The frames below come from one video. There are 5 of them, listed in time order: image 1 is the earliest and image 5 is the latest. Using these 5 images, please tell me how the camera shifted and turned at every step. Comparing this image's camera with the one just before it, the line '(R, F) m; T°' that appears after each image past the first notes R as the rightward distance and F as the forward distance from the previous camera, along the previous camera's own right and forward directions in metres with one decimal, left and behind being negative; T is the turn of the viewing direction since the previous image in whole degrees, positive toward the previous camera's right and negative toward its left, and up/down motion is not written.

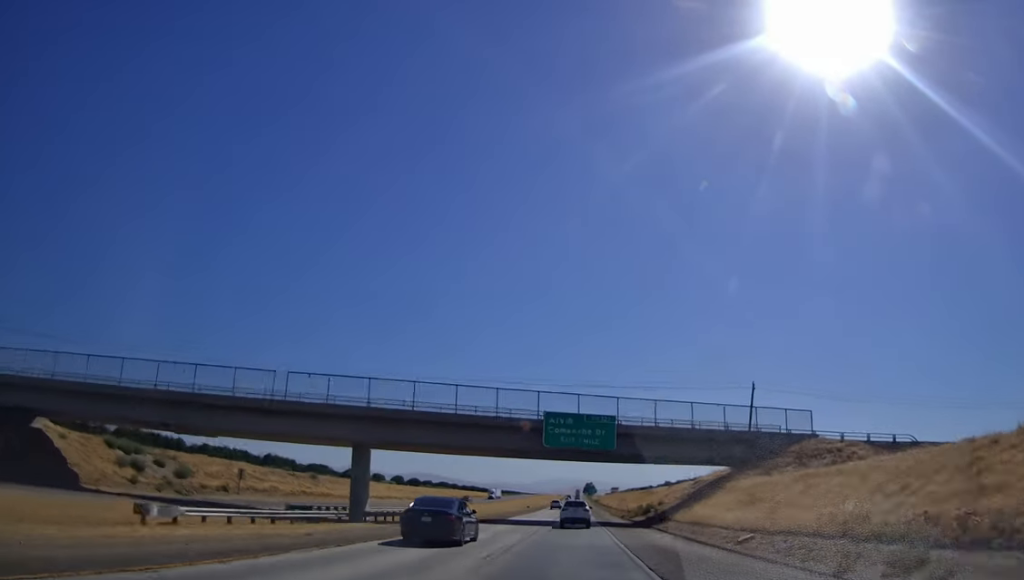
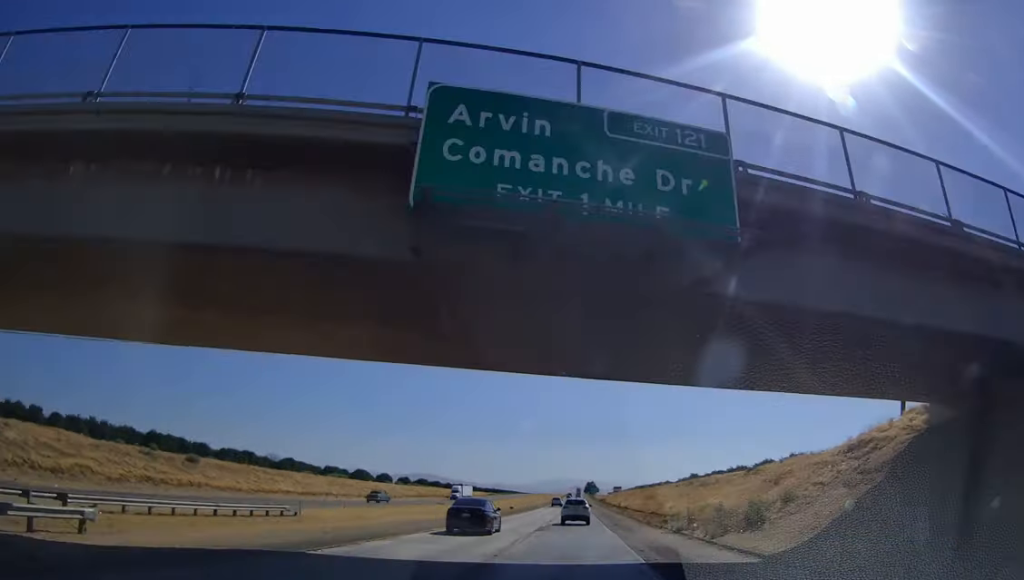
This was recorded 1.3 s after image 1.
(0.0, +39.2) m; 0°
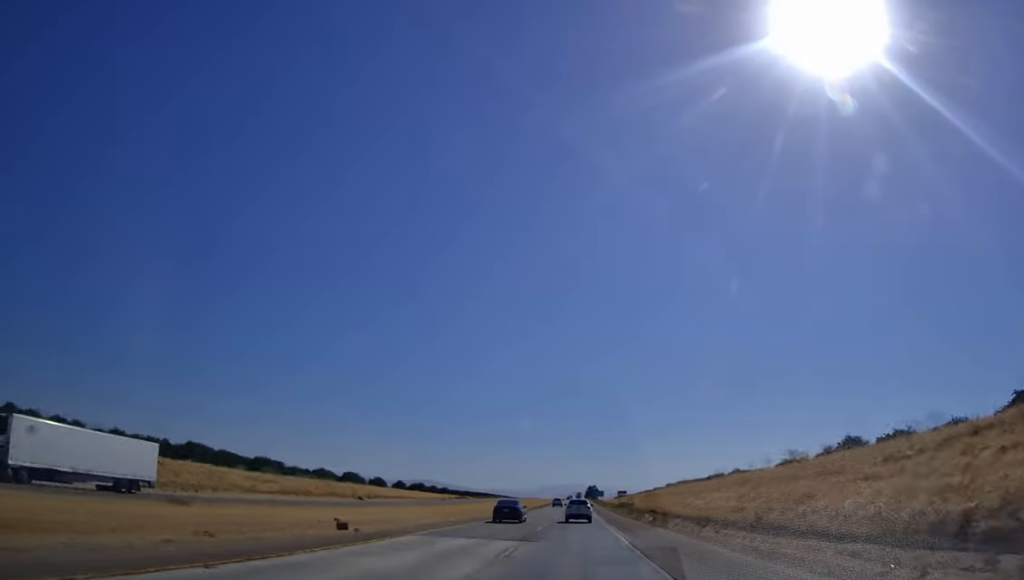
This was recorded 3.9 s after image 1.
(+0.4, +74.3) m; 0°
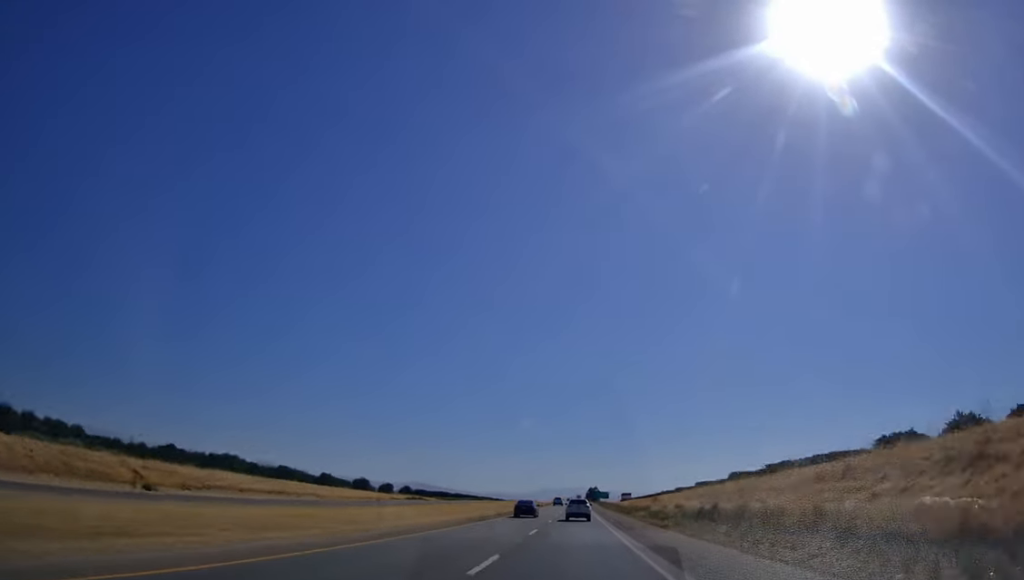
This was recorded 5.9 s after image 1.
(0.0, +53.8) m; 0°
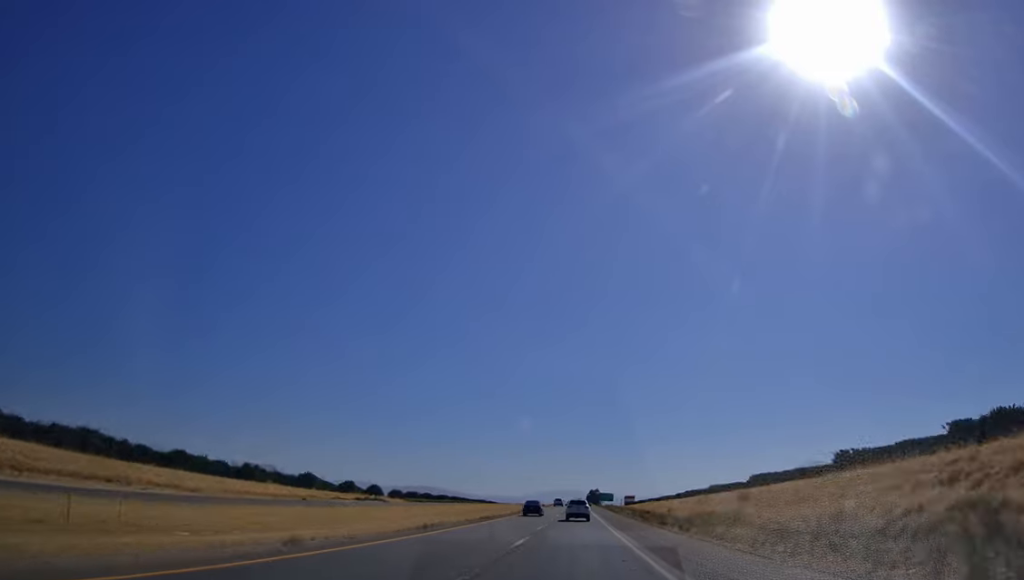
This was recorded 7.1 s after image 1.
(-0.1, +30.3) m; 0°
